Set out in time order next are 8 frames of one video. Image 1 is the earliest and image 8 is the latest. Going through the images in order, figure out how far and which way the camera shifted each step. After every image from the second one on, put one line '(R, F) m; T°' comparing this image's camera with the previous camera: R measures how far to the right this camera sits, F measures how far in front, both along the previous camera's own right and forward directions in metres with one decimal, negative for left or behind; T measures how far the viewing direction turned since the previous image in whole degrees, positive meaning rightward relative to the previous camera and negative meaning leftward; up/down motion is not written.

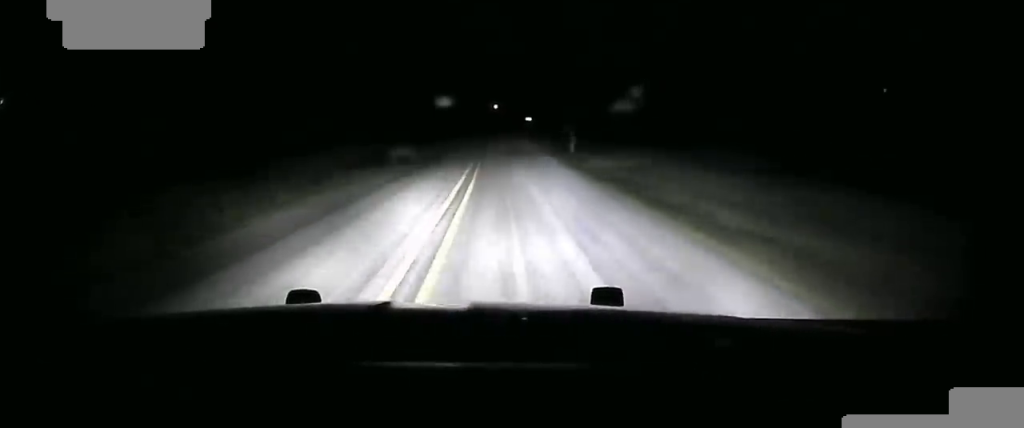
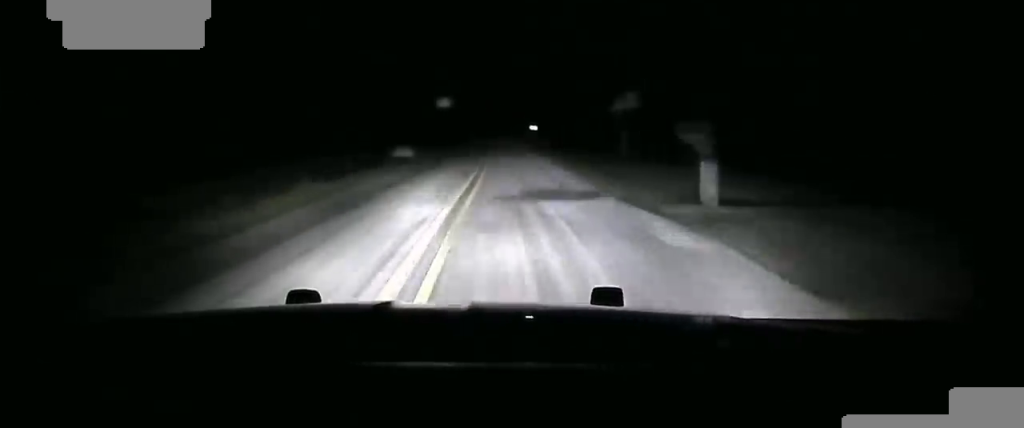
(+0.2, +21.2) m; 0°
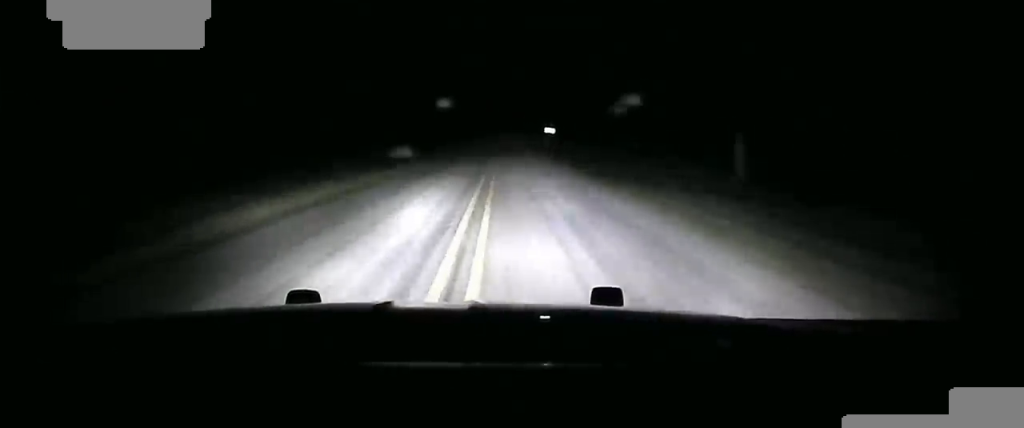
(+0.1, +28.0) m; 0°
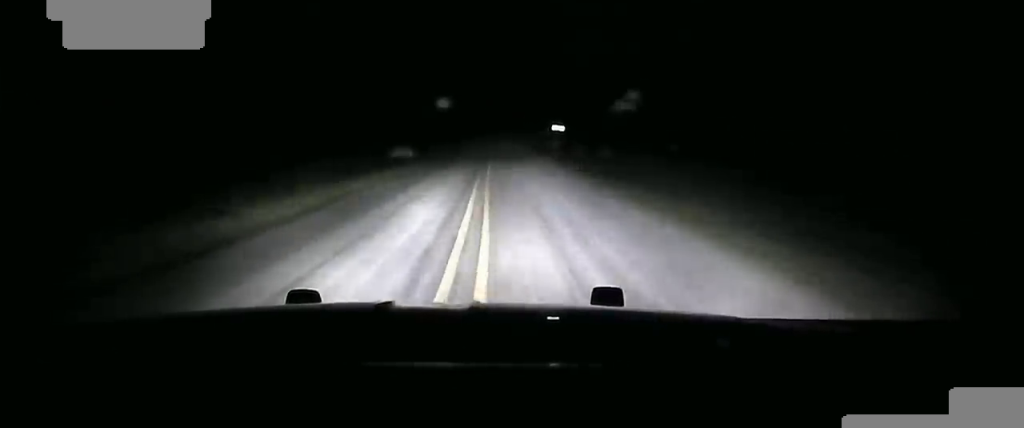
(0.0, +16.4) m; 0°
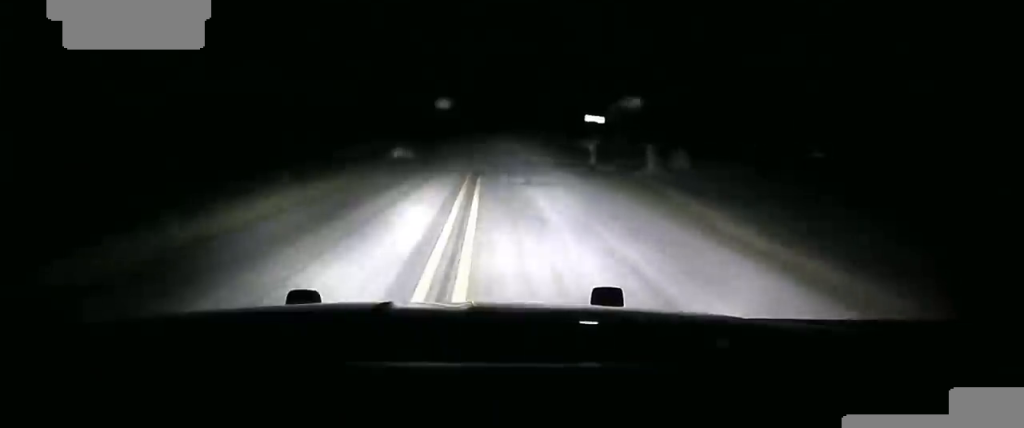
(0.0, +25.5) m; 0°
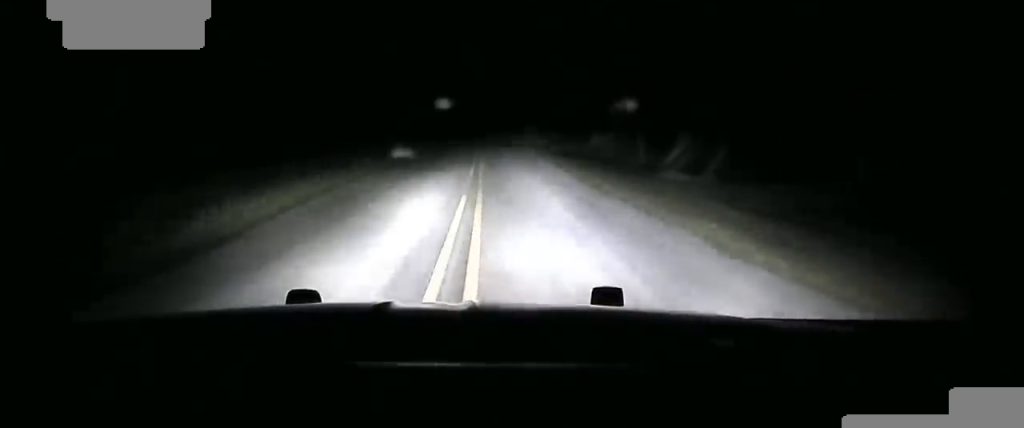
(-0.4, +57.1) m; -1°
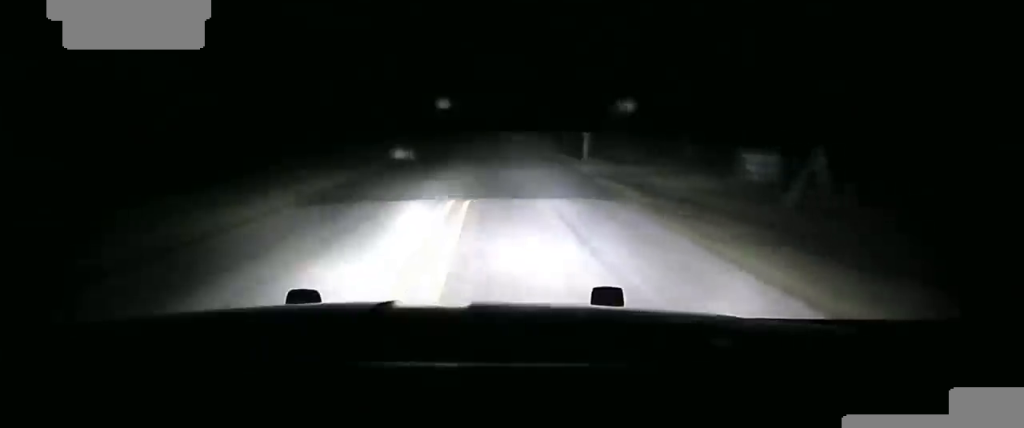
(-0.1, +36.8) m; 0°
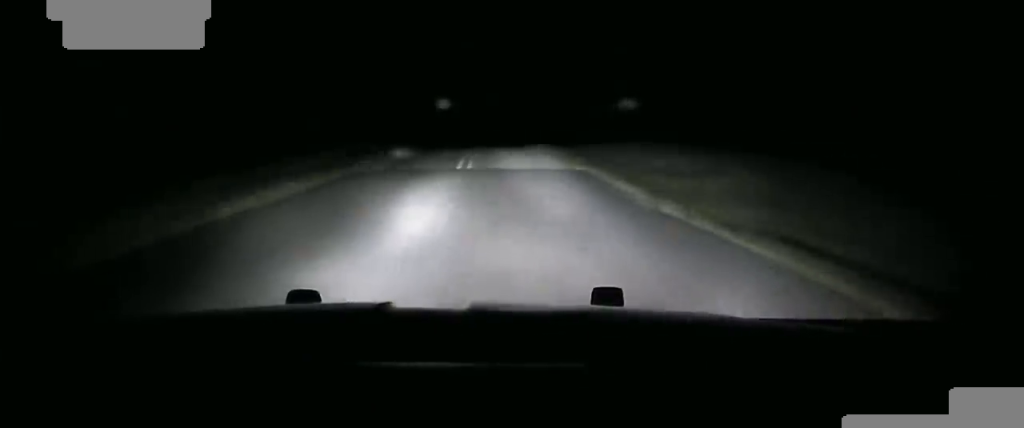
(+0.2, +29.2) m; 0°
